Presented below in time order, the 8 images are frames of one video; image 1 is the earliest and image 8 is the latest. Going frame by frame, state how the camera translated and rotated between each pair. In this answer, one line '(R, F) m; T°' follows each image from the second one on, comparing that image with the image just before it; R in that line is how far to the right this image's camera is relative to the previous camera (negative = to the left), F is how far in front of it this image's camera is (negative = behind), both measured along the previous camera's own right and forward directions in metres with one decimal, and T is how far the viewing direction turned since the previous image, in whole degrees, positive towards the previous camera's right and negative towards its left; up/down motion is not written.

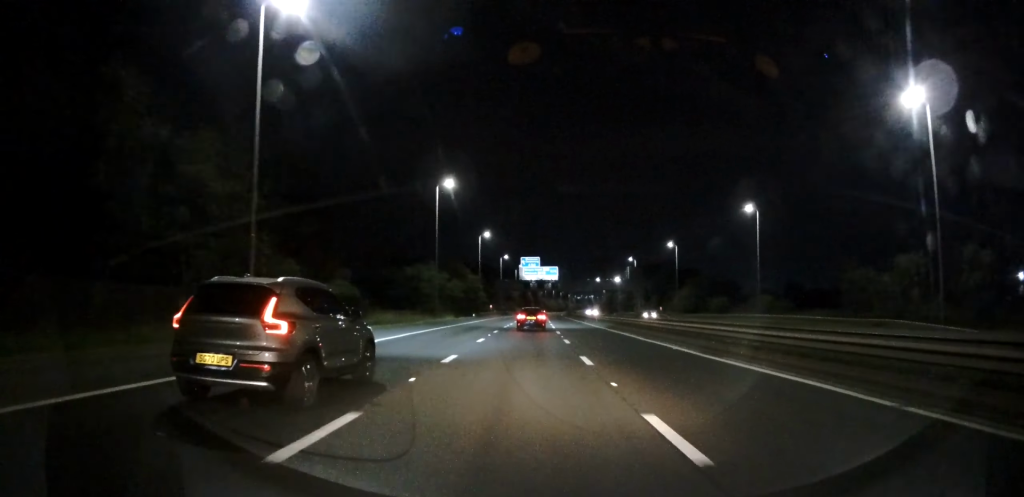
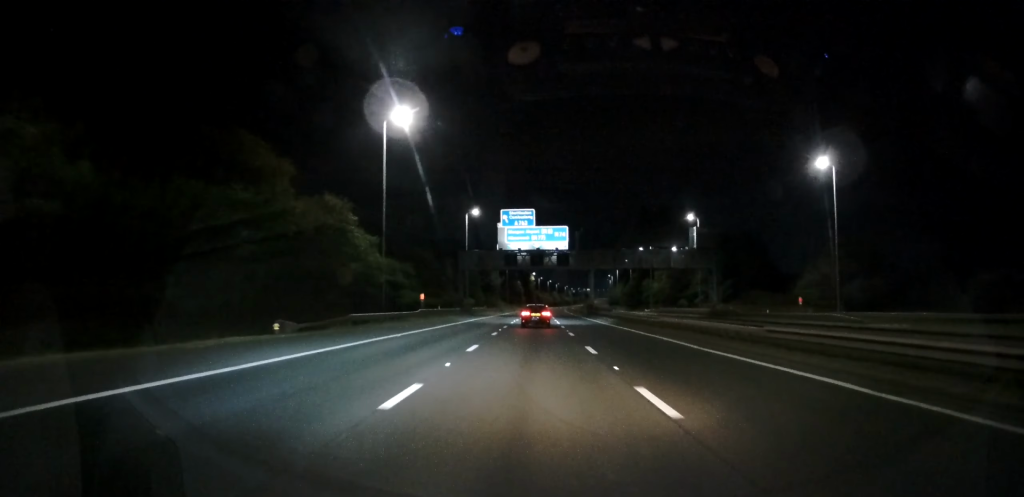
(+0.6, +68.6) m; +1°
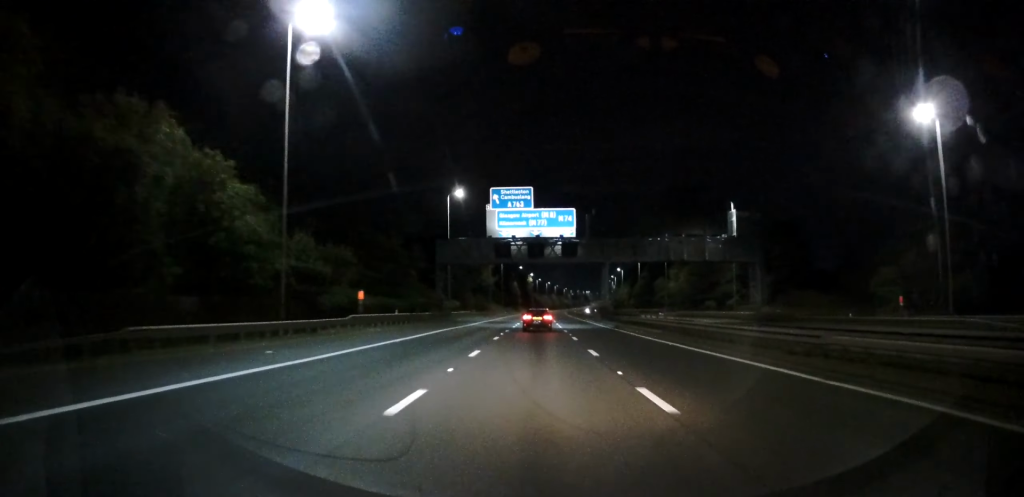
(-0.1, +17.8) m; 0°
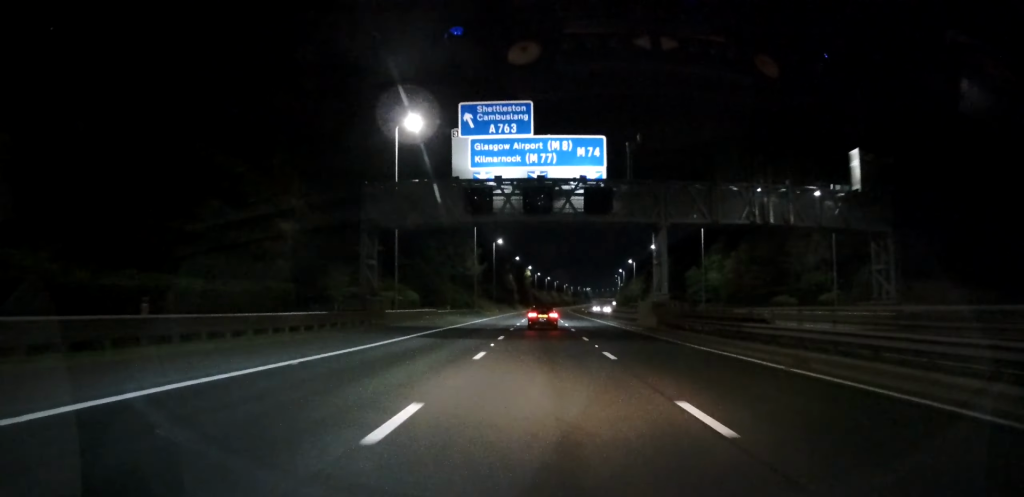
(+0.4, +27.8) m; 0°
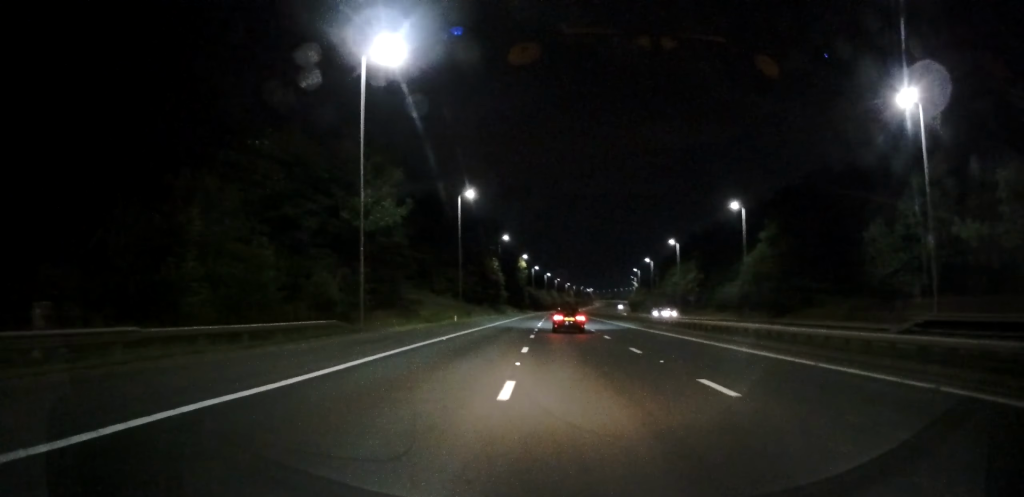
(-0.1, +59.1) m; +1°
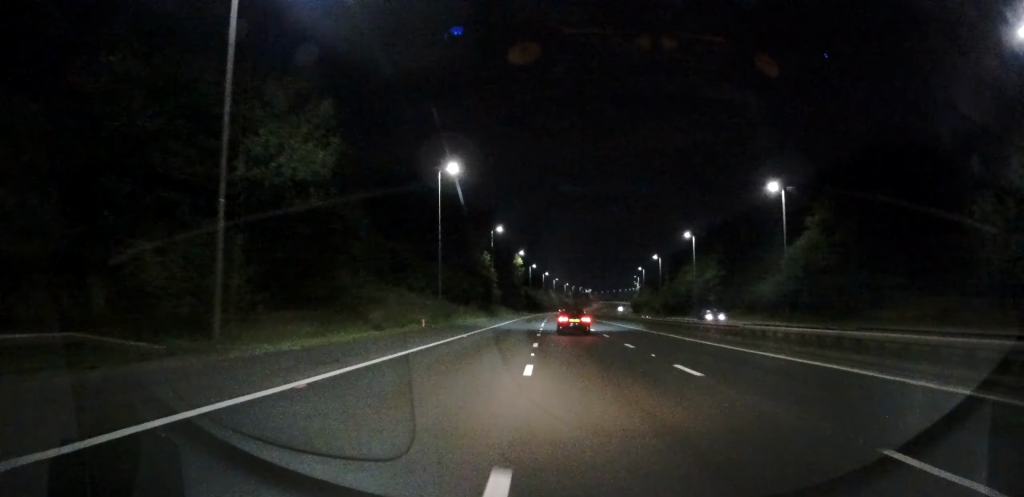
(+0.1, +14.6) m; 0°
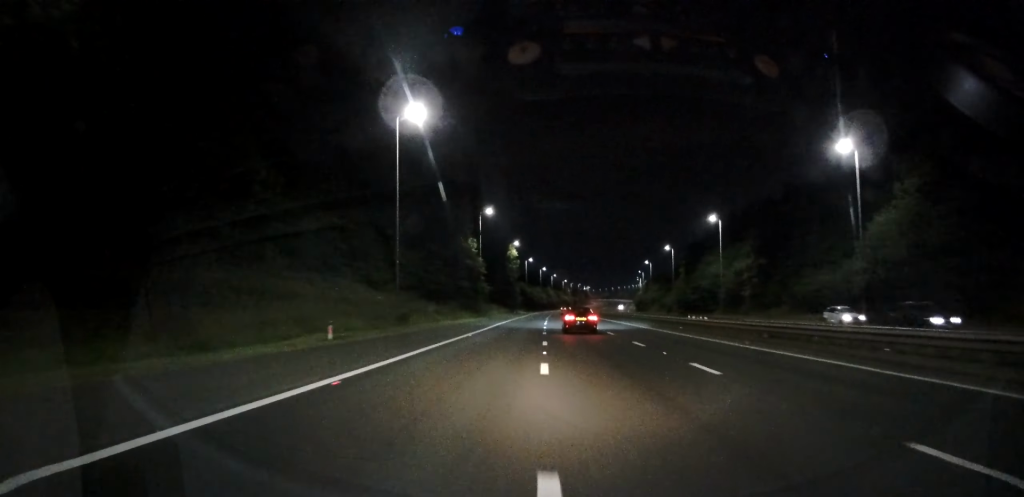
(0.0, +18.0) m; 0°
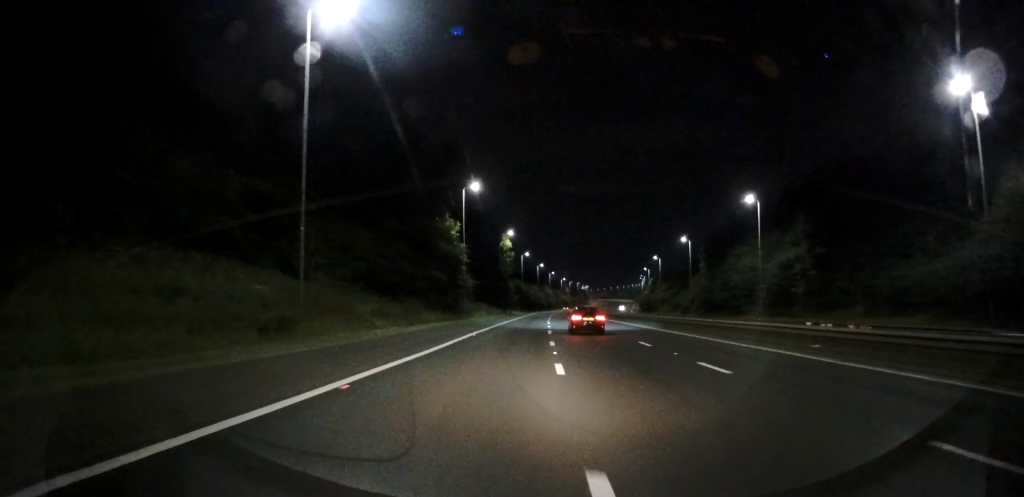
(0.0, +17.9) m; 0°
